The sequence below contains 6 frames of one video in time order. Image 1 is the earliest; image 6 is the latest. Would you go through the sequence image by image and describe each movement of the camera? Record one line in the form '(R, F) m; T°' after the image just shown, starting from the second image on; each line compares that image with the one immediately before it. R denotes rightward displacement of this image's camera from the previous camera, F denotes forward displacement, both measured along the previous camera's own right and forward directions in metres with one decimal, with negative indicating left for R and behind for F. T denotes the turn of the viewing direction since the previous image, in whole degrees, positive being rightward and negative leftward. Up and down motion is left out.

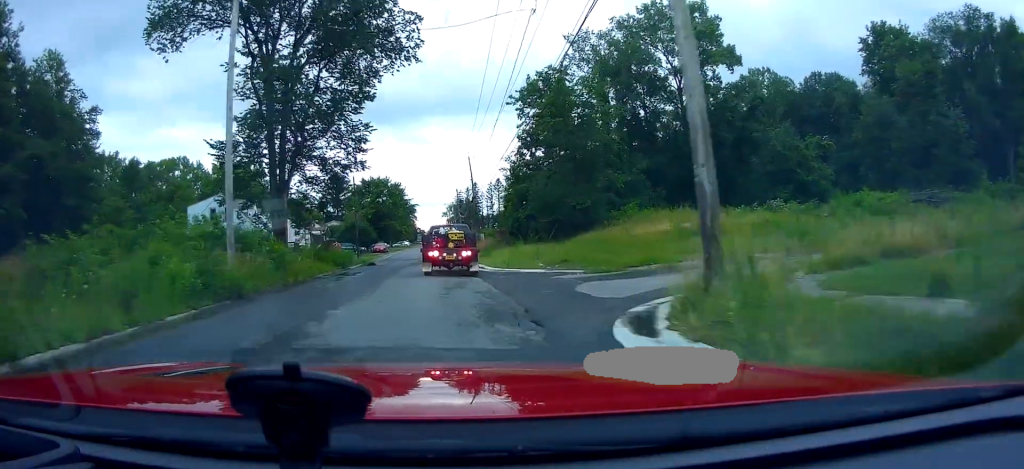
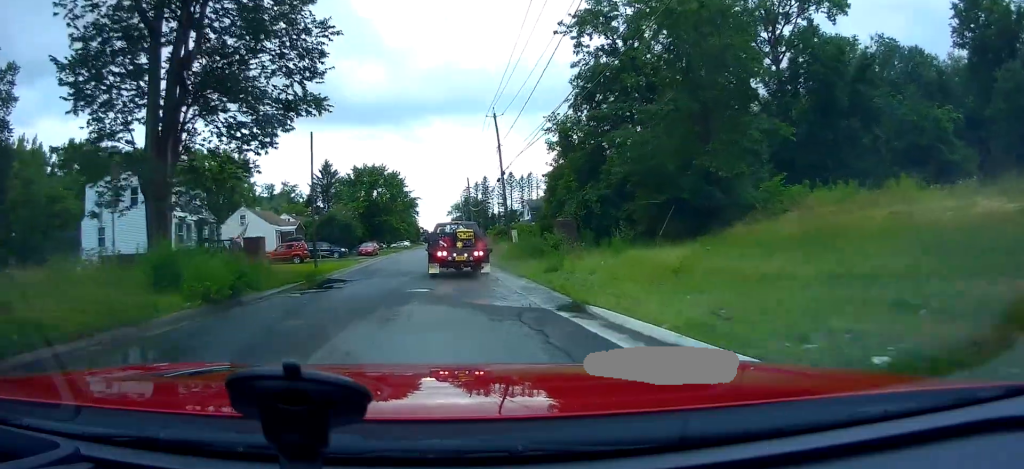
(-0.4, +20.1) m; 0°
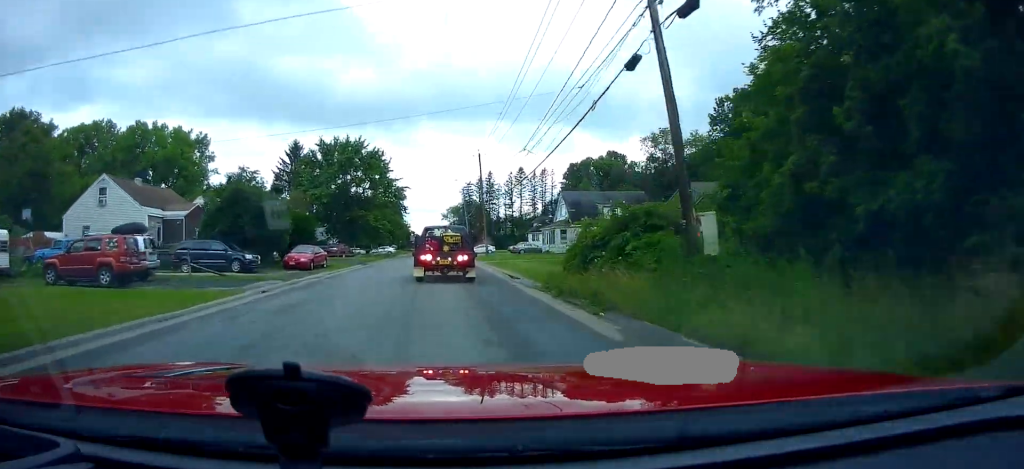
(-0.1, +28.6) m; +1°
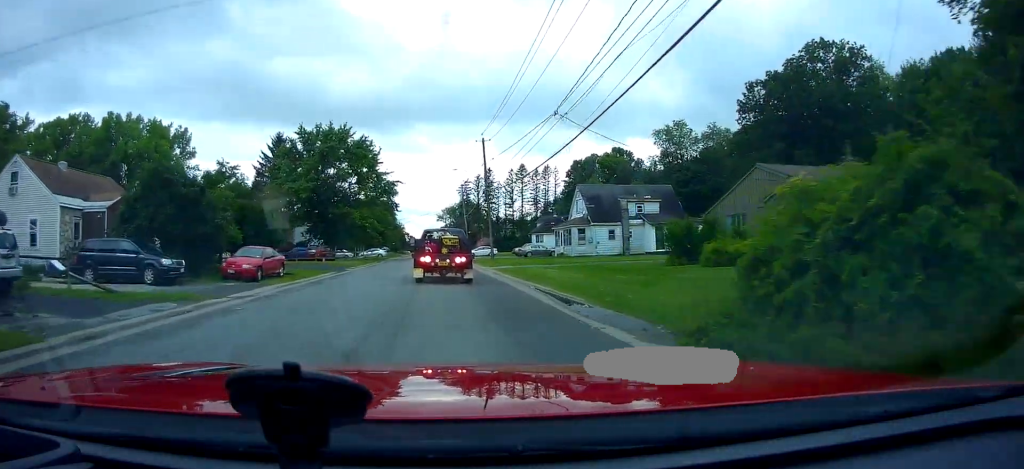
(+0.6, +9.1) m; +2°
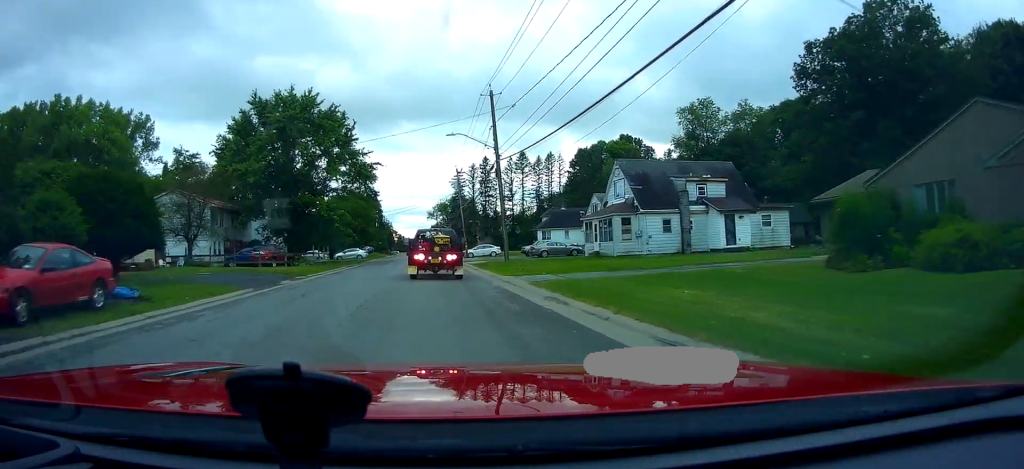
(-0.1, +14.4) m; -2°
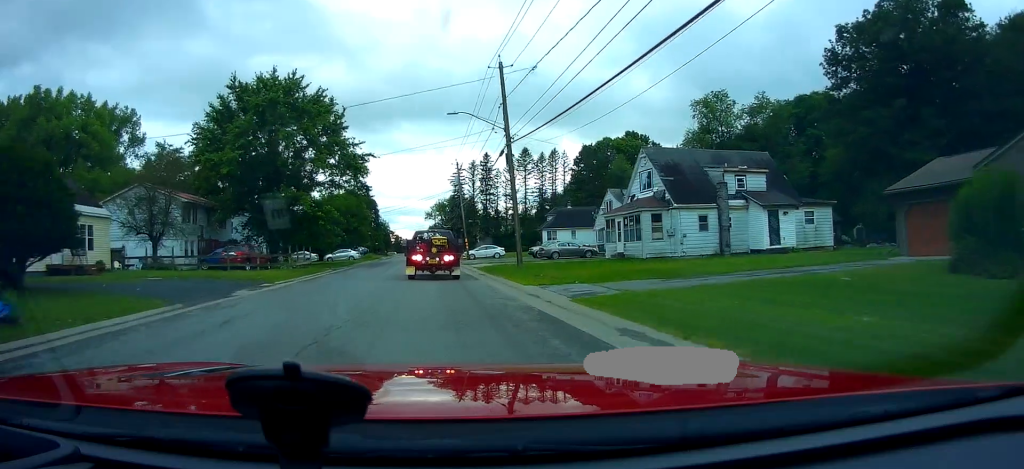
(0.0, +5.6) m; 0°
